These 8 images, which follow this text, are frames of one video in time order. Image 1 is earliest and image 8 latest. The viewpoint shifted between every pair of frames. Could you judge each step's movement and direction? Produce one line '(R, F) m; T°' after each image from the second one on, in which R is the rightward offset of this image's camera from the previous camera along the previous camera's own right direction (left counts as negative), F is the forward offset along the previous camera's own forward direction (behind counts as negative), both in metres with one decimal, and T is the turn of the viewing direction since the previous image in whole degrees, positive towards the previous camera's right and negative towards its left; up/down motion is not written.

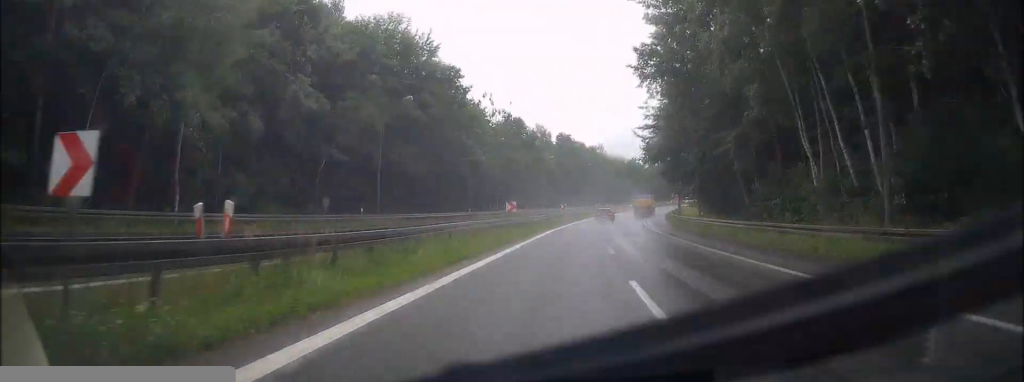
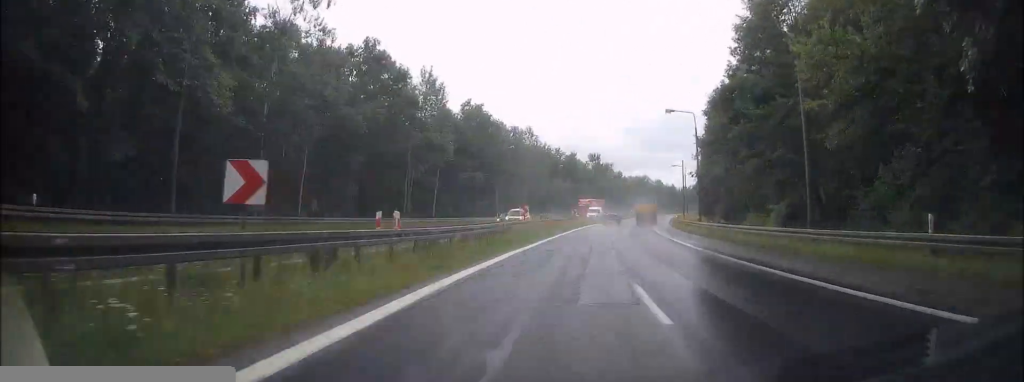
(+4.0, +59.6) m; +9°
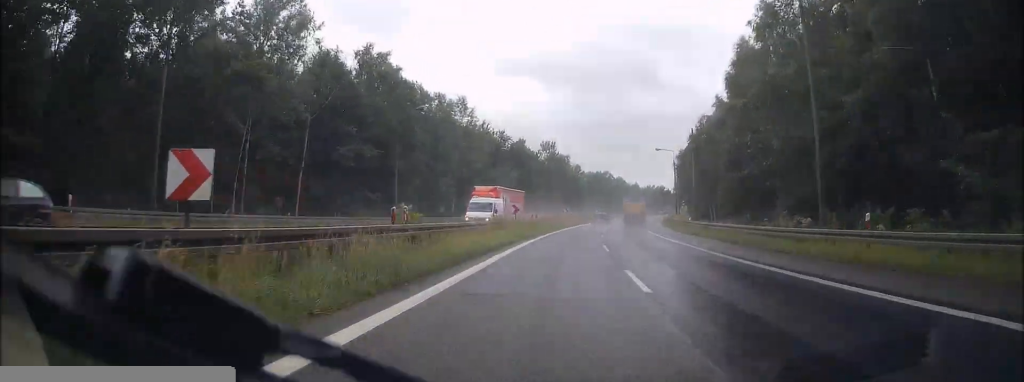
(+1.5, +33.6) m; +5°
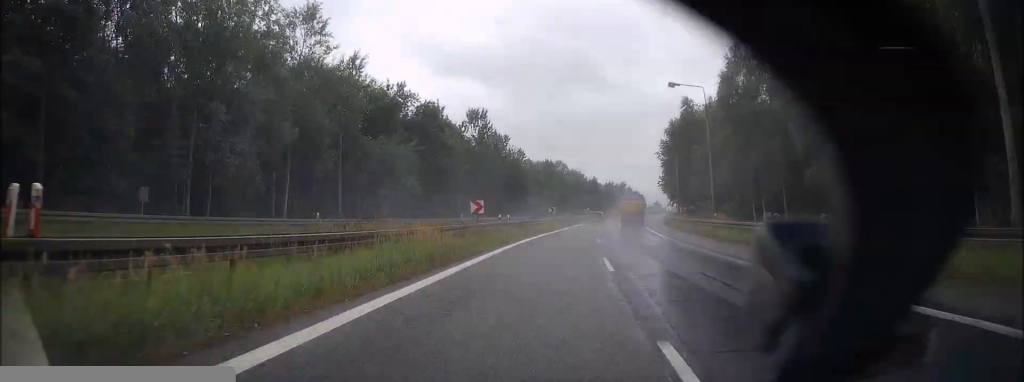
(+1.9, +45.1) m; +4°
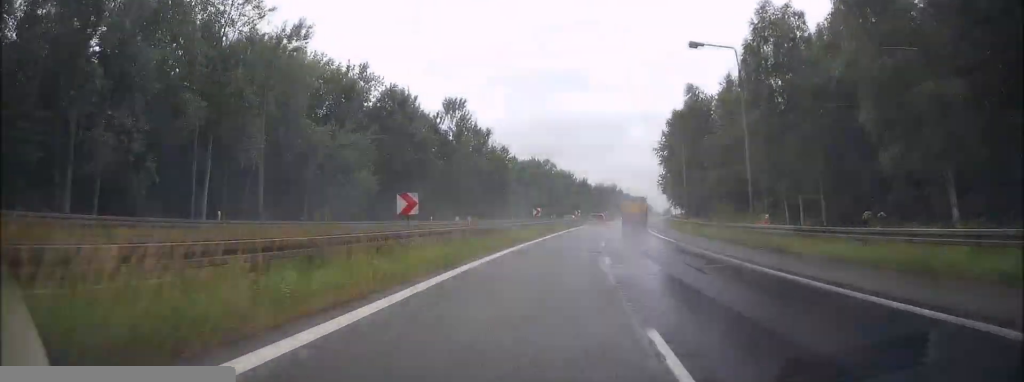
(0.0, +11.4) m; +1°
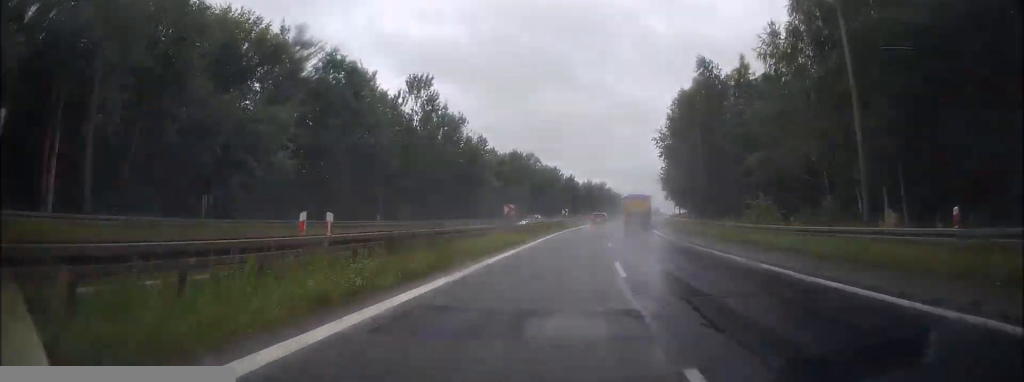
(-0.2, +14.2) m; +2°
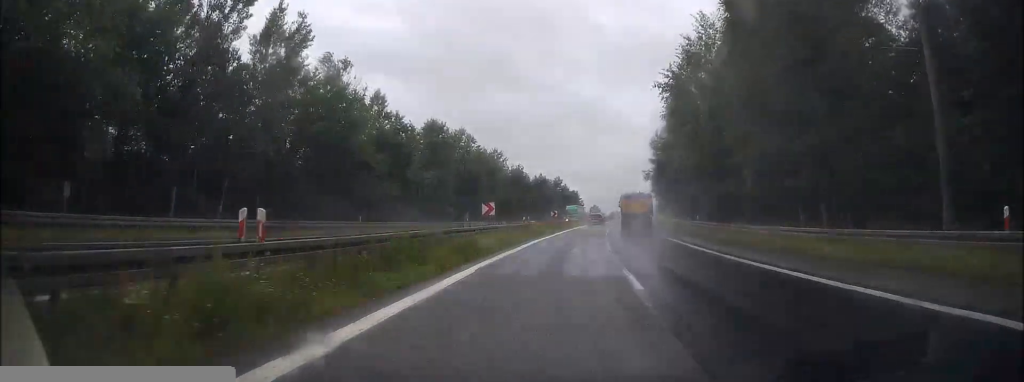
(+2.1, +38.7) m; +4°
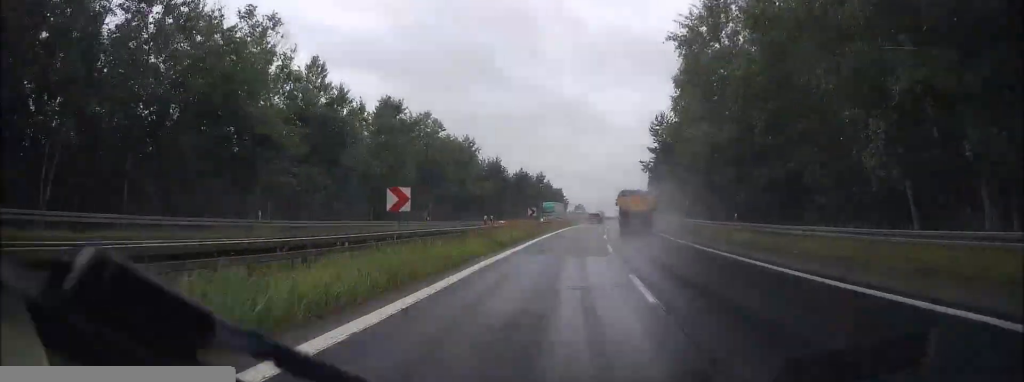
(-0.1, +14.2) m; +1°
